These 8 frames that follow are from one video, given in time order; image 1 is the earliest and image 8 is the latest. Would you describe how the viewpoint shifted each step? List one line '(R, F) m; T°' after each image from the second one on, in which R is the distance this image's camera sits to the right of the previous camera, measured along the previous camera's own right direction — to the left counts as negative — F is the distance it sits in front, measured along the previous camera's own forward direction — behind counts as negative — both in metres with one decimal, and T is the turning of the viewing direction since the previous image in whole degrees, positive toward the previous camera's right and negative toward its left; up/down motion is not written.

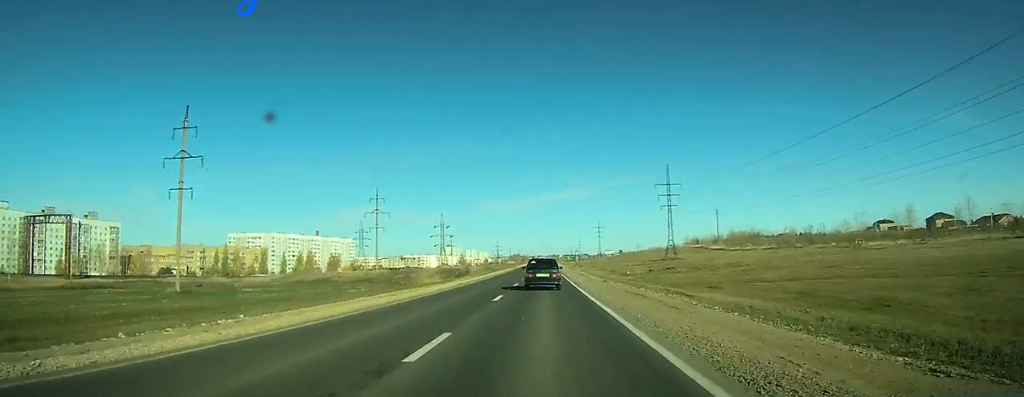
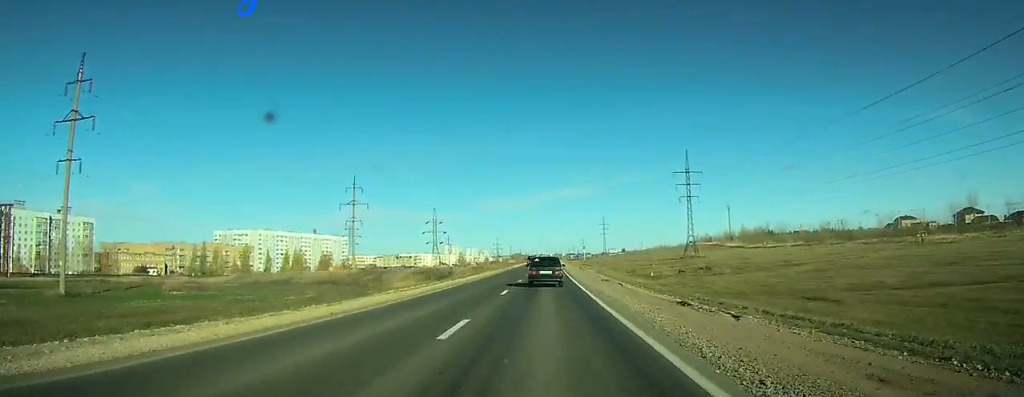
(+0.1, +22.3) m; 0°
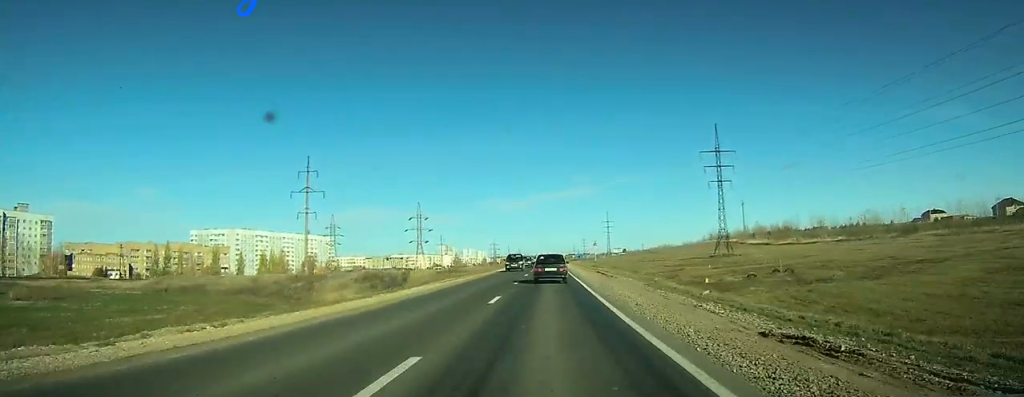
(0.0, +28.5) m; 0°
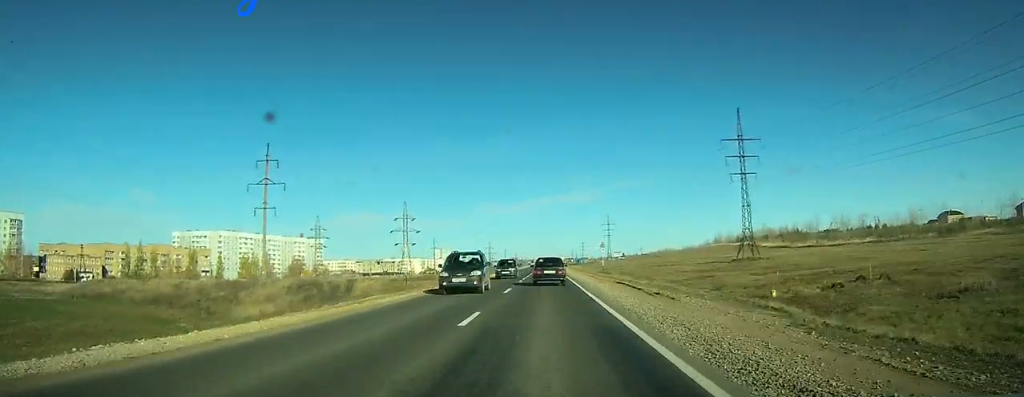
(-0.1, +16.7) m; 0°
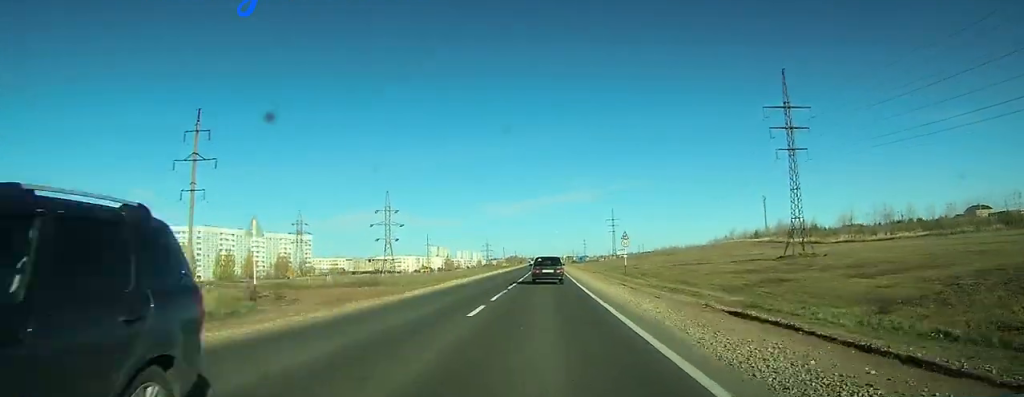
(-0.2, +21.9) m; 0°
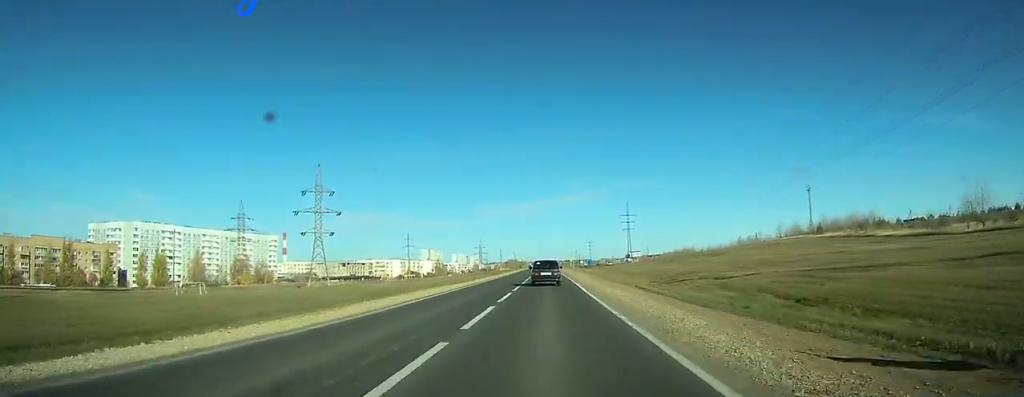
(+0.3, +53.4) m; 0°
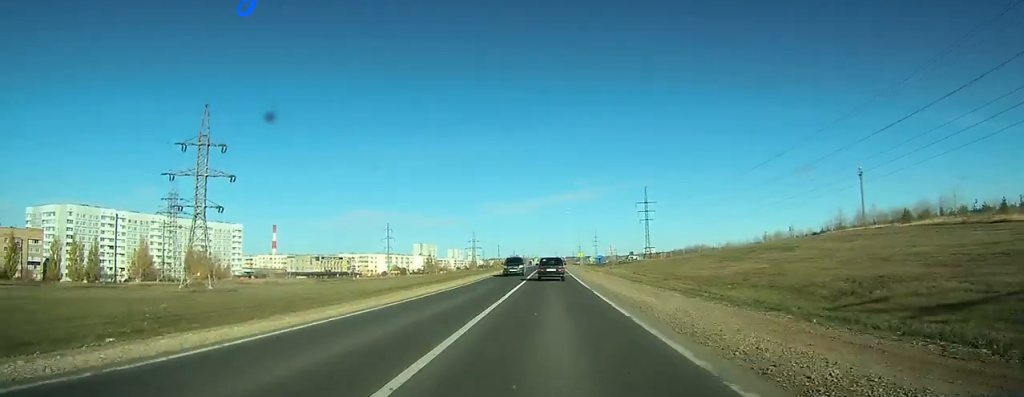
(-0.5, +44.1) m; -1°
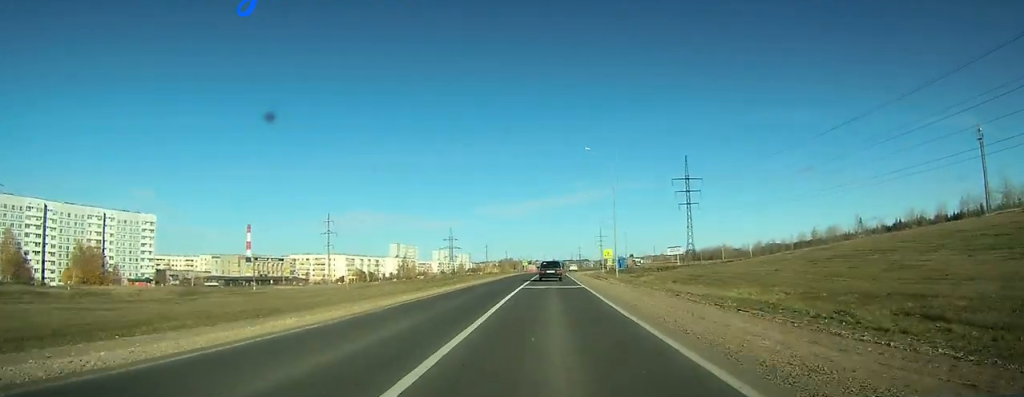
(0.0, +72.3) m; +1°
